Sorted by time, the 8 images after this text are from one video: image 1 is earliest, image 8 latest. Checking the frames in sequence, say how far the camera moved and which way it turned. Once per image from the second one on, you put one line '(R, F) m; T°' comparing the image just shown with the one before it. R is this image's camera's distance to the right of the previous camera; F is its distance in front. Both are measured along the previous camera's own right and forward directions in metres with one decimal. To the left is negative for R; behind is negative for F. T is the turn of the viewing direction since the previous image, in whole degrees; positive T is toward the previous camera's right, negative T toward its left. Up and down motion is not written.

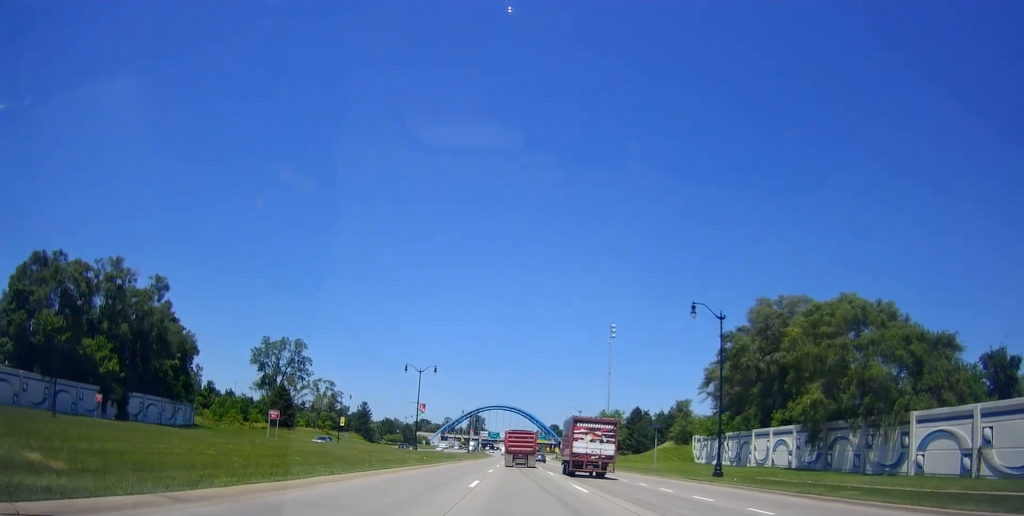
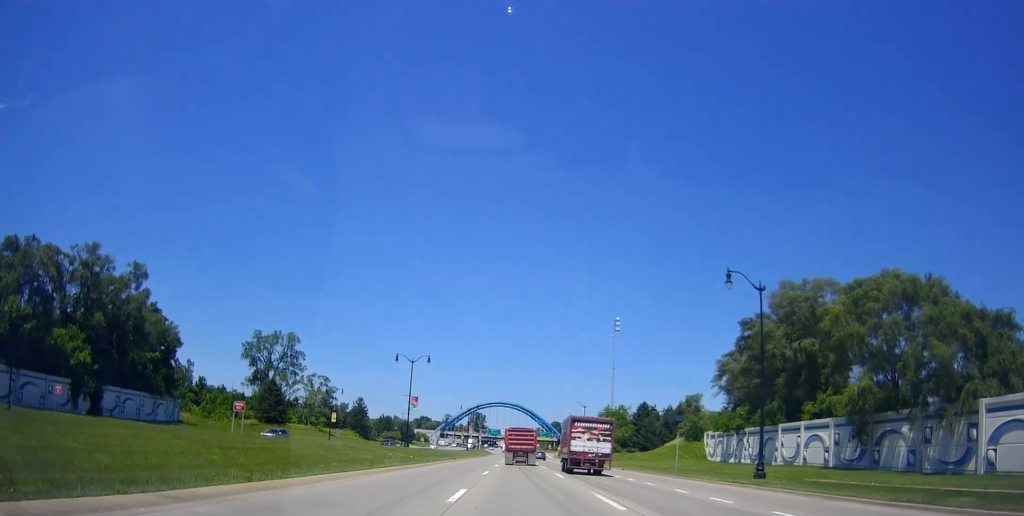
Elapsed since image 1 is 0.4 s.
(0.0, +6.4) m; 0°
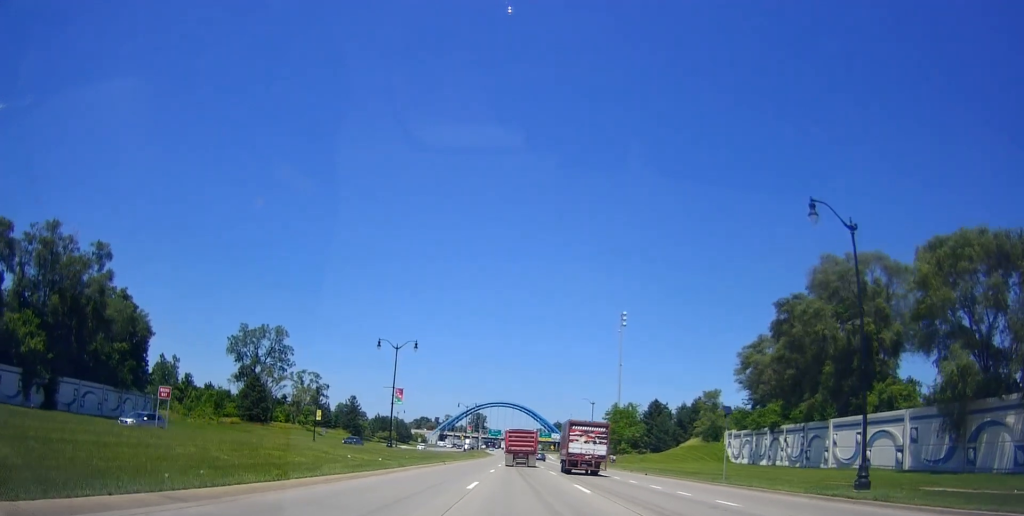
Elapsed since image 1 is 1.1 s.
(0.0, +9.9) m; 0°
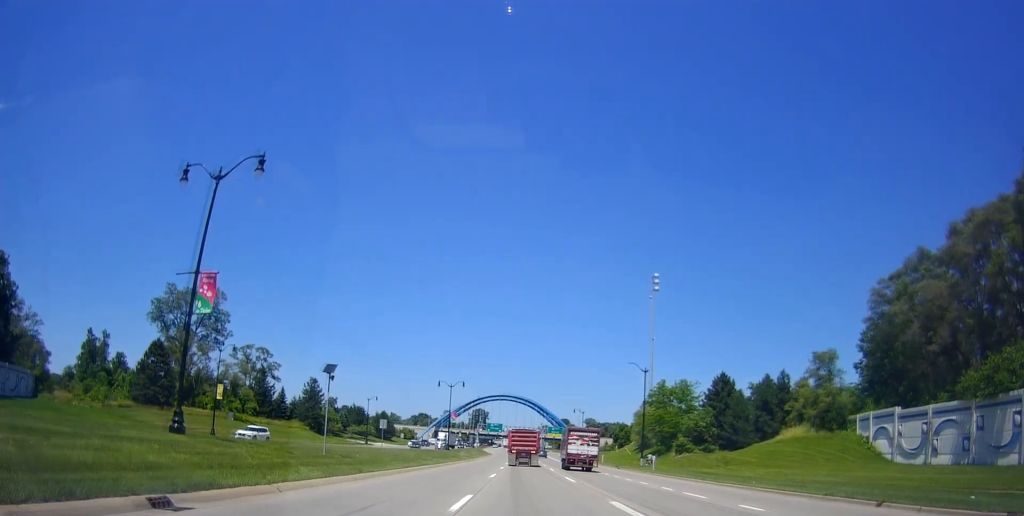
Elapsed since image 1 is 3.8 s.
(0.0, +38.8) m; 0°
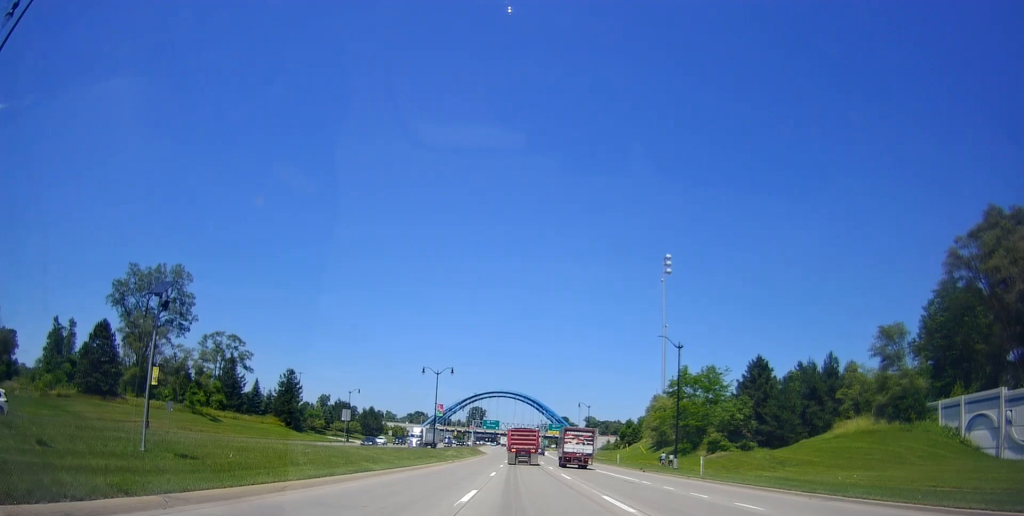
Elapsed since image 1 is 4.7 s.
(0.0, +14.0) m; 0°
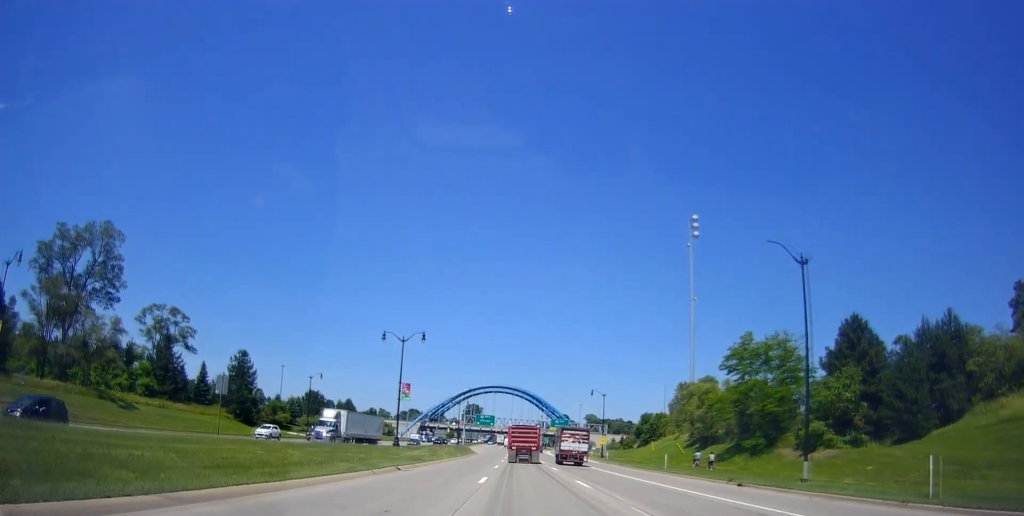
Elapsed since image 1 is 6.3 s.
(0.0, +22.6) m; 0°
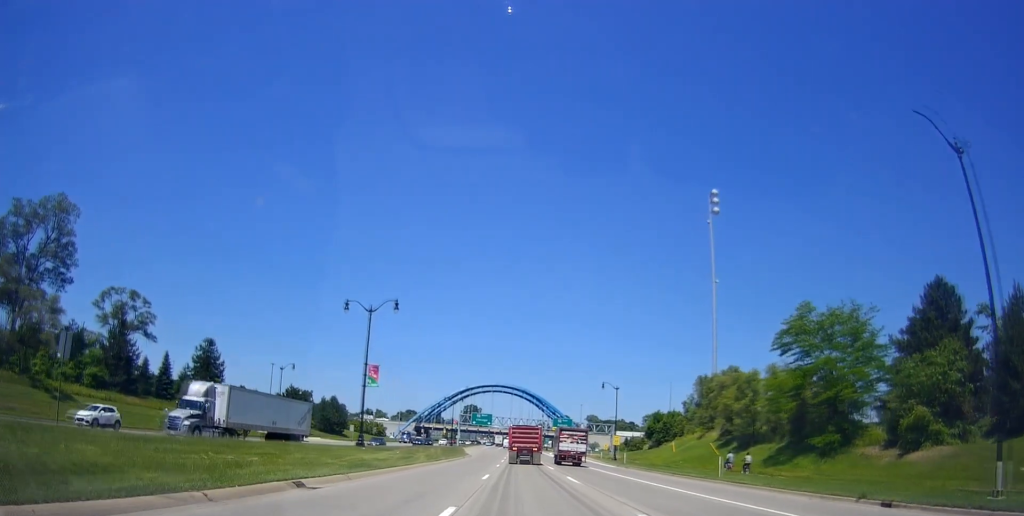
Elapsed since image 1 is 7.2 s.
(0.0, +12.5) m; 0°
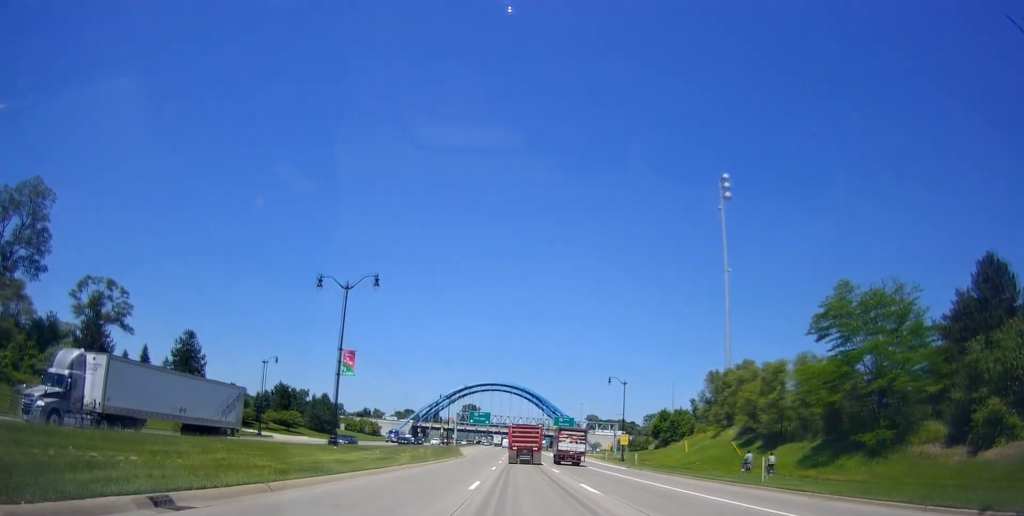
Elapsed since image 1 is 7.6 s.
(0.0, +6.3) m; 0°
